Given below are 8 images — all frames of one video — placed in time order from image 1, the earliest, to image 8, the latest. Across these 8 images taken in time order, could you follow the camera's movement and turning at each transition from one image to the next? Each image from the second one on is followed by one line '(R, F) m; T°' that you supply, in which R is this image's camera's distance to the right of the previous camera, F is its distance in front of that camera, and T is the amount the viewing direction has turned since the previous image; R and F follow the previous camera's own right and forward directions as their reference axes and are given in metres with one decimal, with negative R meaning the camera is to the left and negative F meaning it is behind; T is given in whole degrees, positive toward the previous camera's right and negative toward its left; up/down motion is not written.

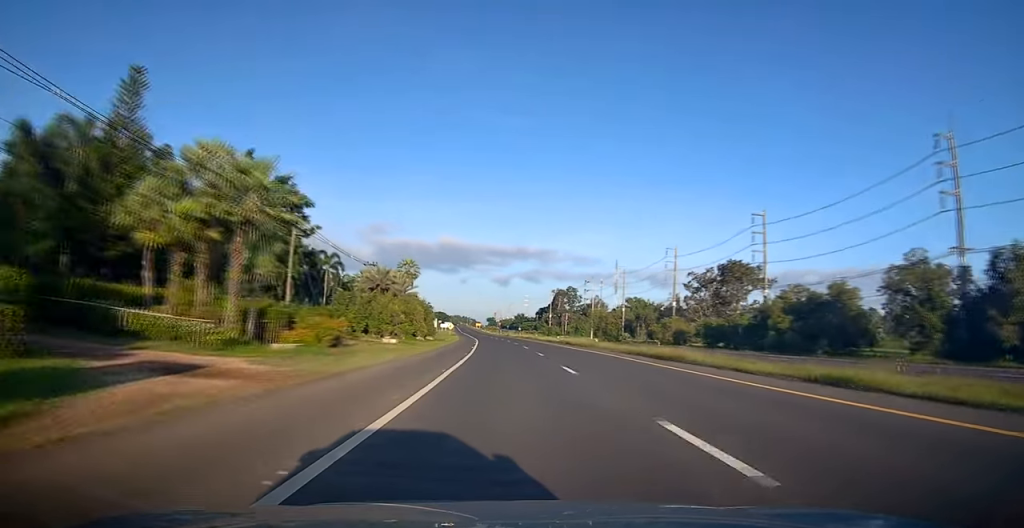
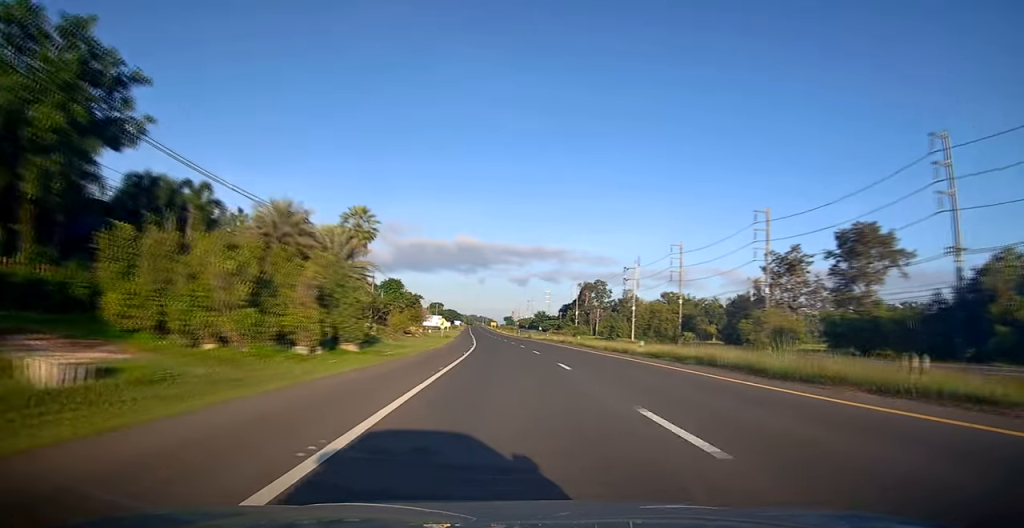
(+0.2, +34.6) m; -1°
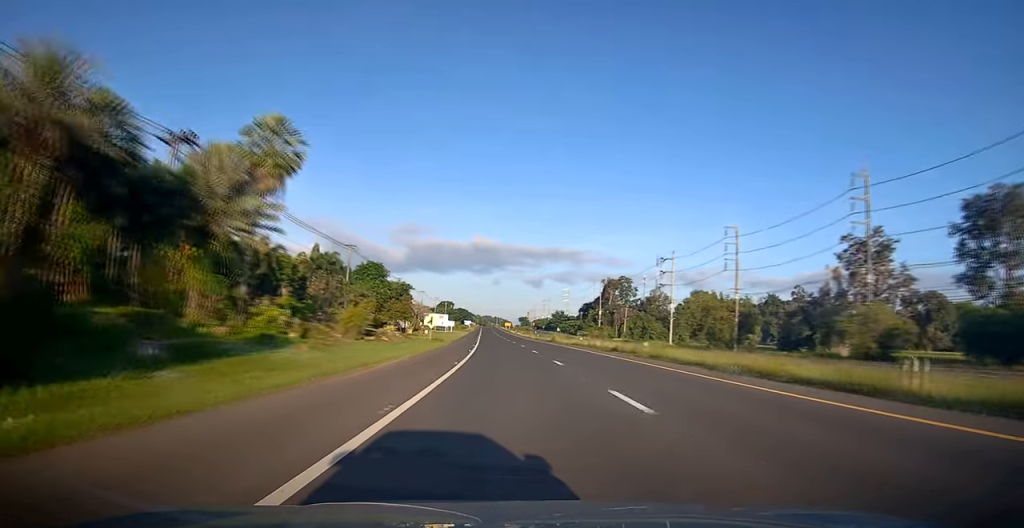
(-0.5, +20.9) m; -2°
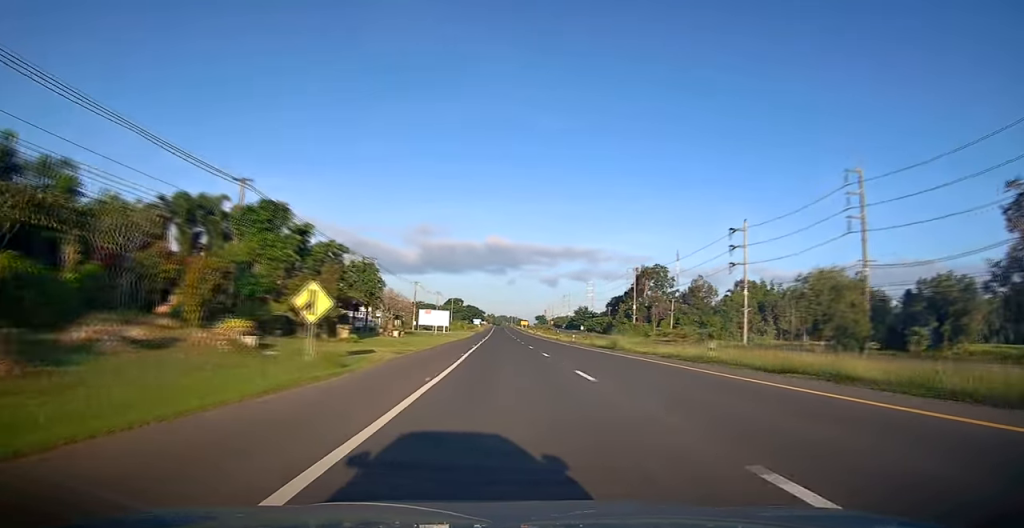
(-0.3, +31.0) m; -2°
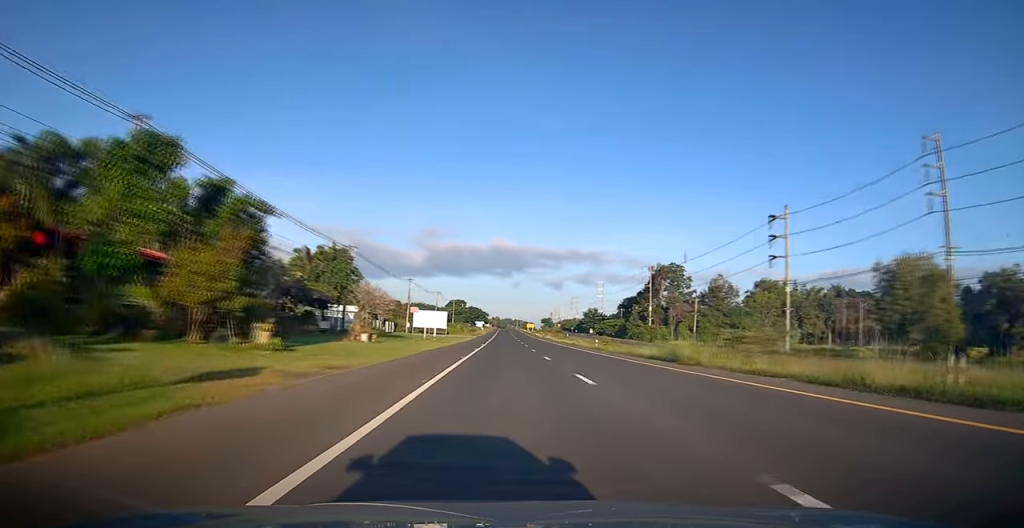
(-0.3, +12.5) m; -1°
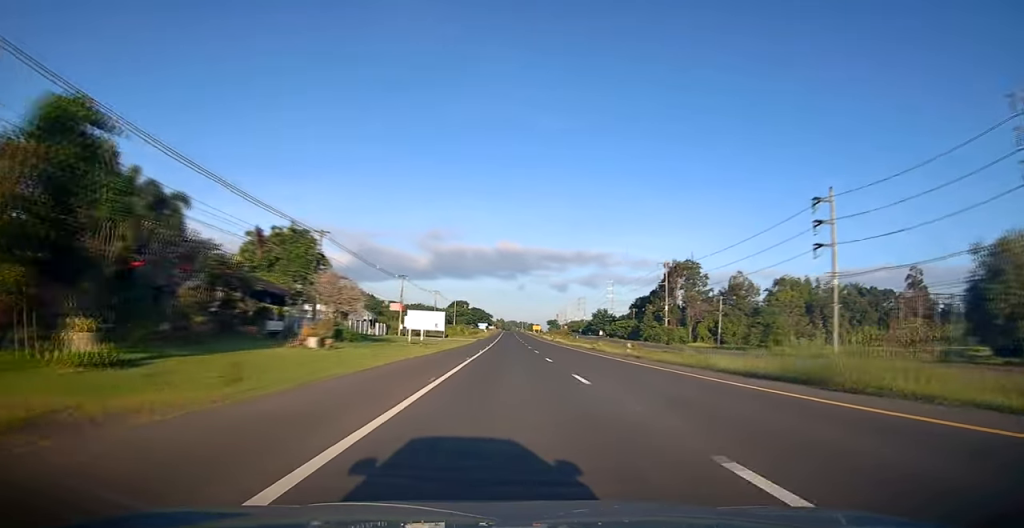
(-0.2, +10.9) m; 0°
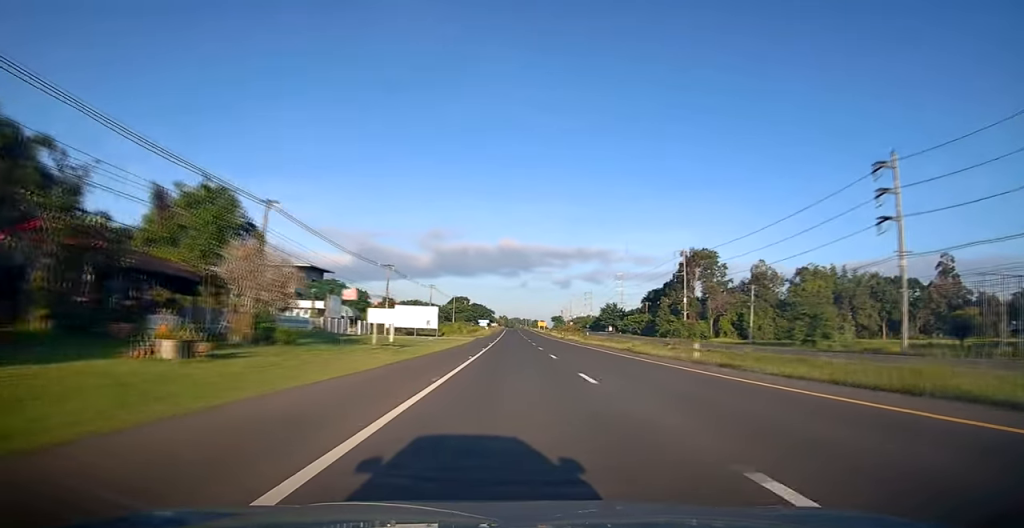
(+0.1, +12.4) m; 0°
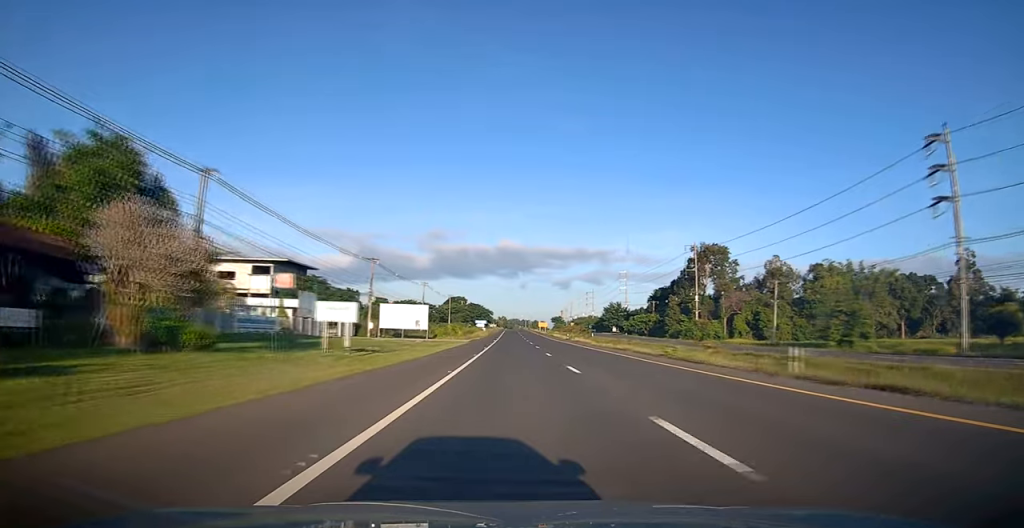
(0.0, +8.5) m; 0°
